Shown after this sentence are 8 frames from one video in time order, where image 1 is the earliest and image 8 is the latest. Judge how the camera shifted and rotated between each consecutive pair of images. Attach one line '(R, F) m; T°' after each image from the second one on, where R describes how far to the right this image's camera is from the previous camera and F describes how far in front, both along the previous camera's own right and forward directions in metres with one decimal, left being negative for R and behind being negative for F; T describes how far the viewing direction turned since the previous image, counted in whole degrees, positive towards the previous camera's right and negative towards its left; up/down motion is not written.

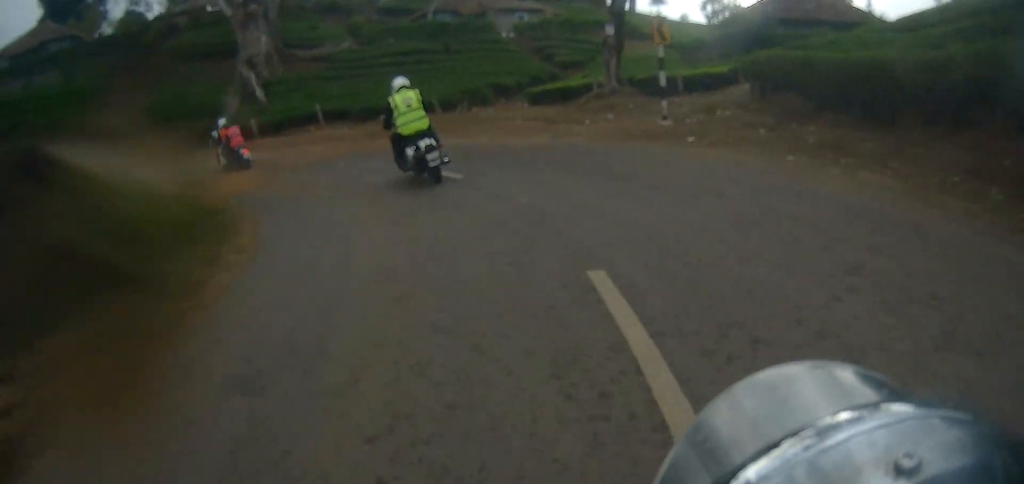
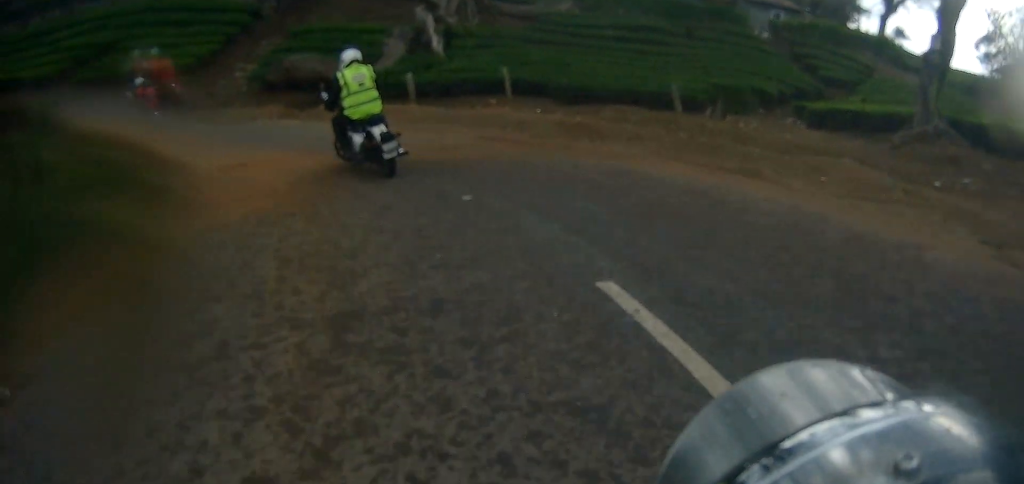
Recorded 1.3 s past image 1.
(-0.9, +8.5) m; -16°
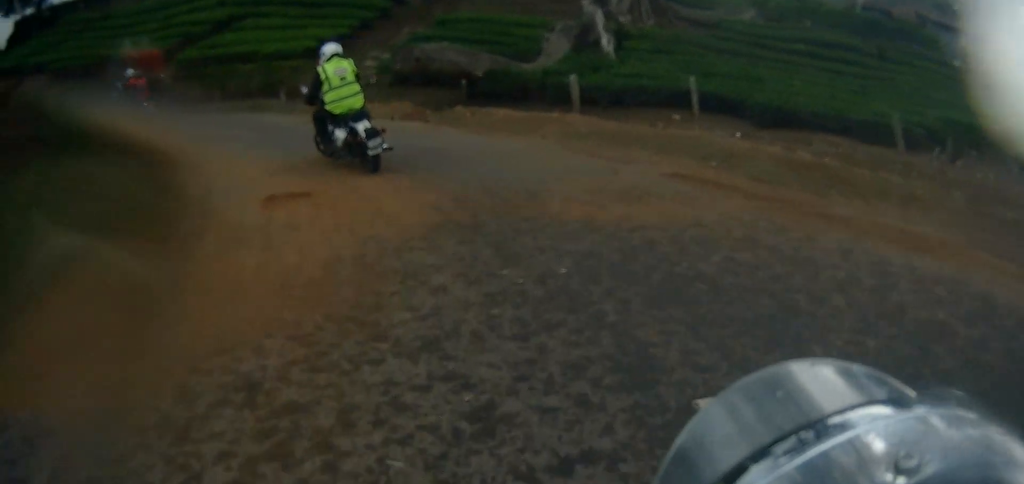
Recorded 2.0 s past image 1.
(-0.4, +3.8) m; -21°
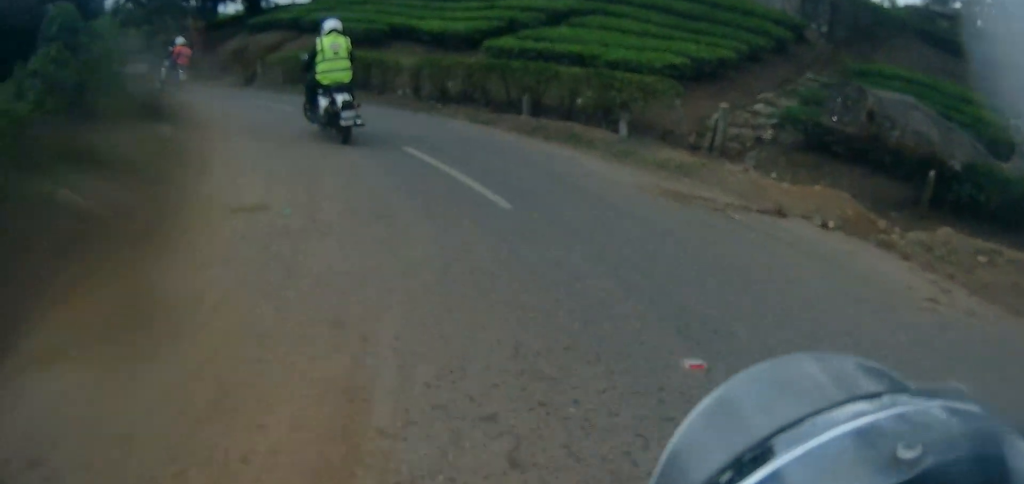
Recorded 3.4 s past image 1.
(-3.1, +6.5) m; -40°
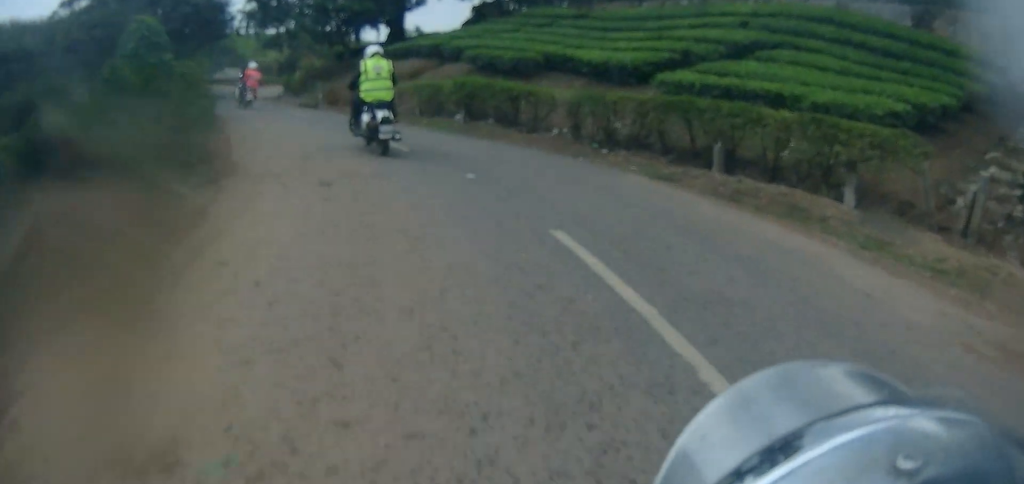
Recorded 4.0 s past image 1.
(-0.1, +3.8) m; -8°
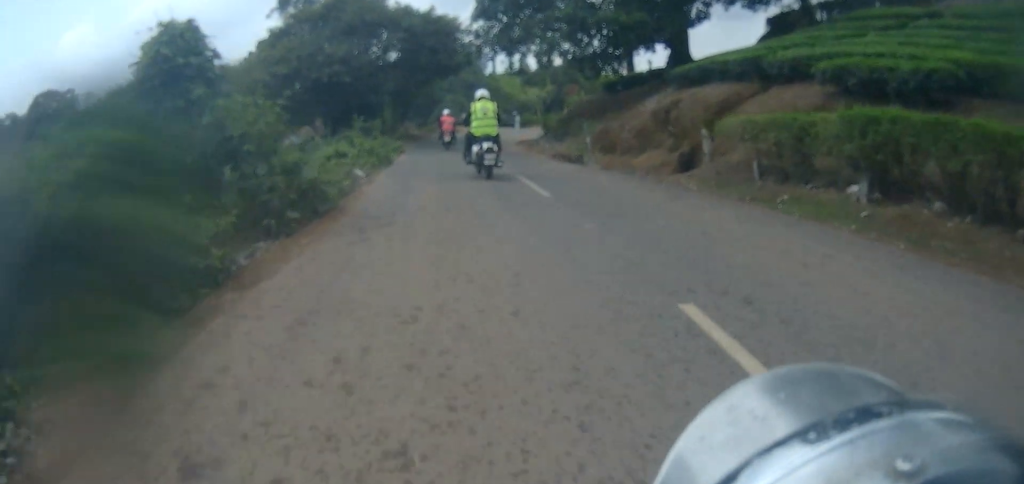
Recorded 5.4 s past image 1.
(-1.7, +10.5) m; -17°
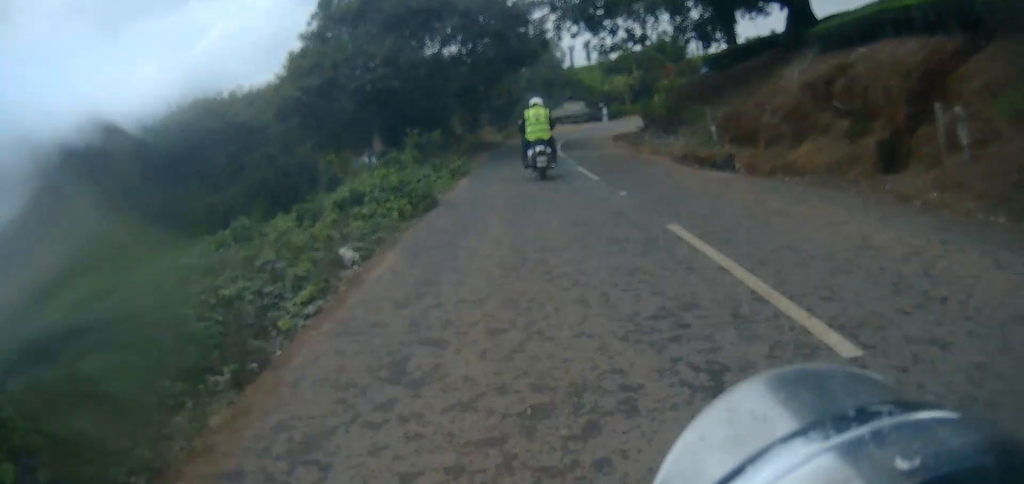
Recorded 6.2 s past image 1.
(-0.4, +7.1) m; -2°
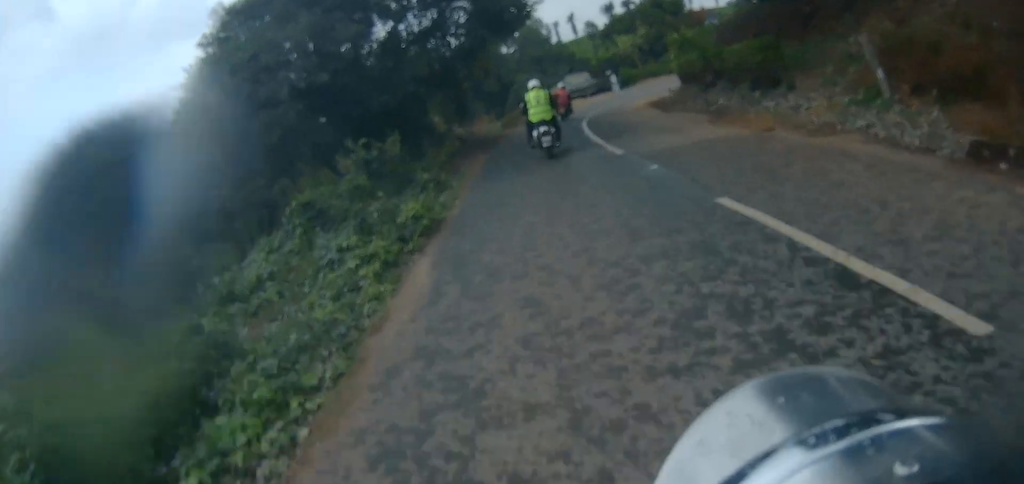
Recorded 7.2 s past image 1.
(+0.1, +9.5) m; +1°
